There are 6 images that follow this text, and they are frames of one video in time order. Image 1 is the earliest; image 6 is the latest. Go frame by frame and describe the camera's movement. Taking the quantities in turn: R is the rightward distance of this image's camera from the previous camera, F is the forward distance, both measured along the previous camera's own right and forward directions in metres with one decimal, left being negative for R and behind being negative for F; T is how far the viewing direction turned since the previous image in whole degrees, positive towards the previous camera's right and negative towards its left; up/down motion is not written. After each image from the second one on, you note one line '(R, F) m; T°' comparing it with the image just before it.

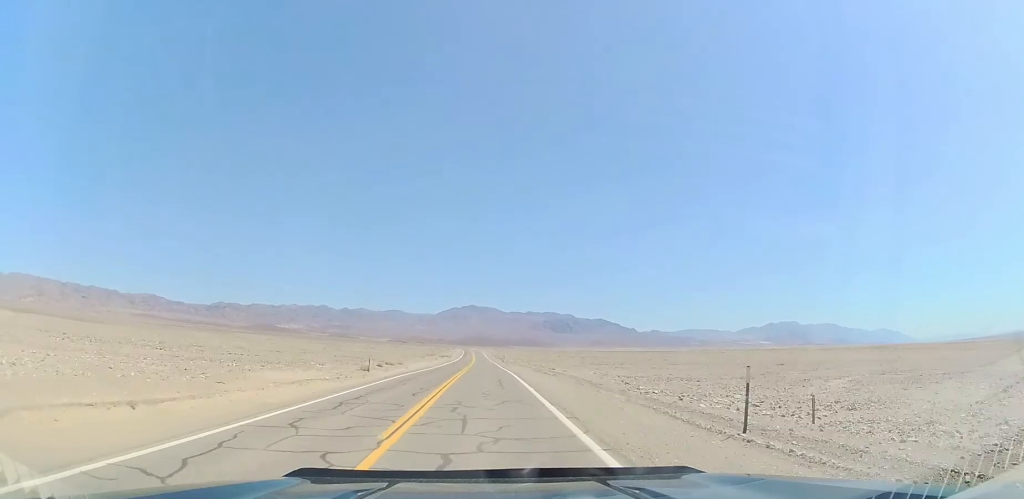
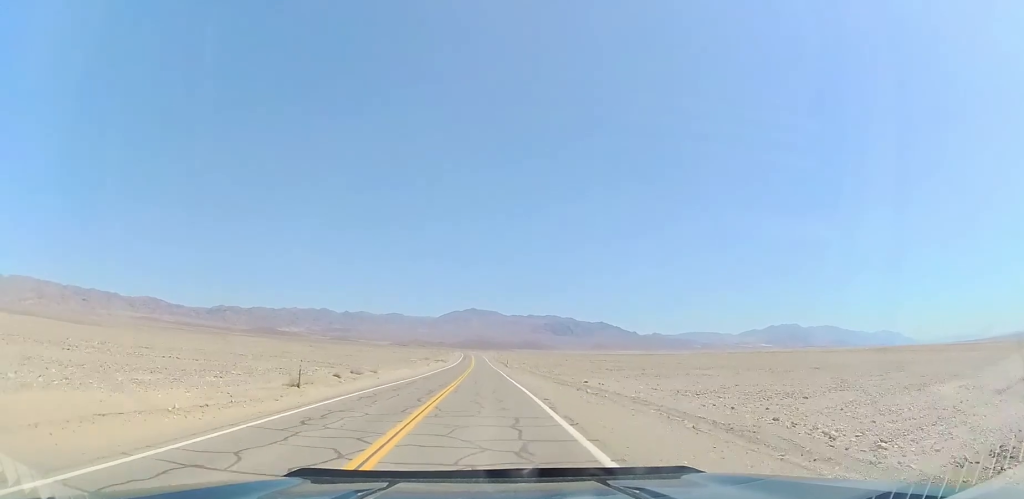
(-0.1, +15.6) m; 0°
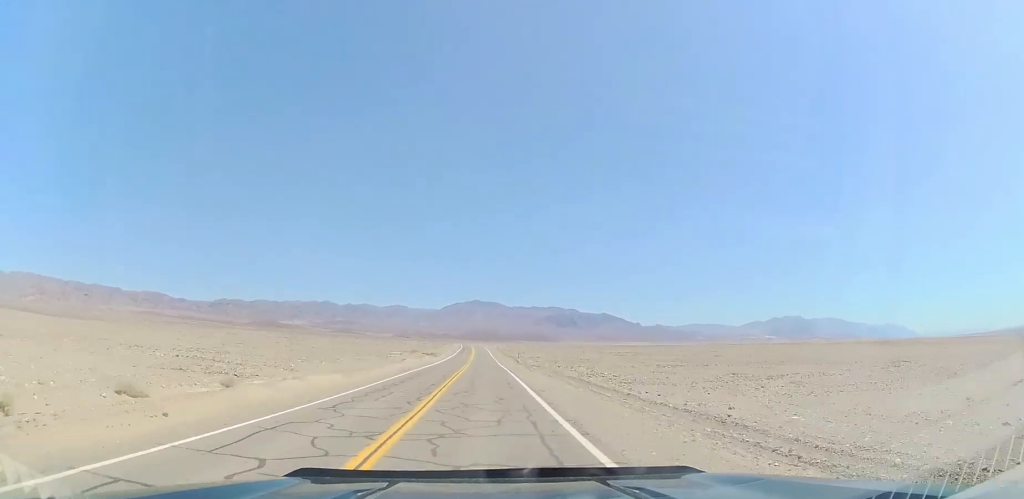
(0.0, +29.3) m; 0°
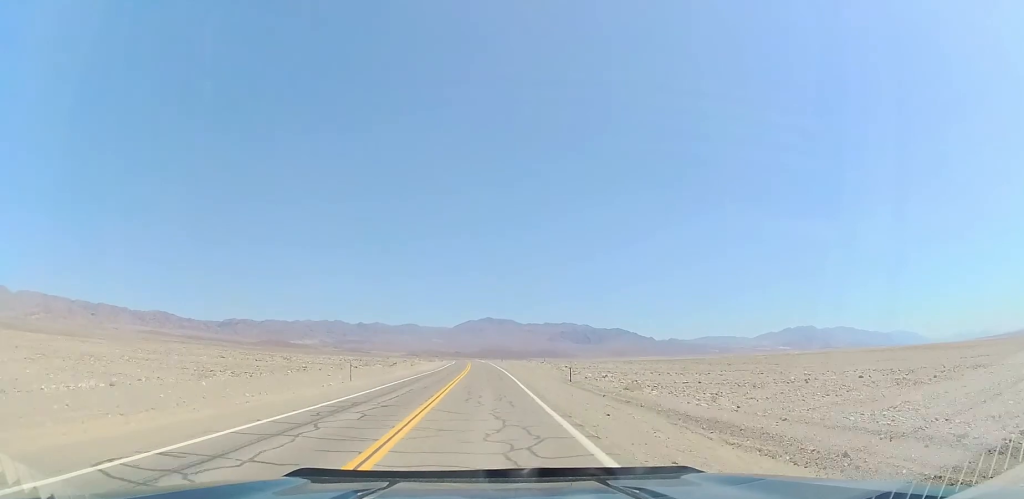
(0.0, +124.3) m; 0°
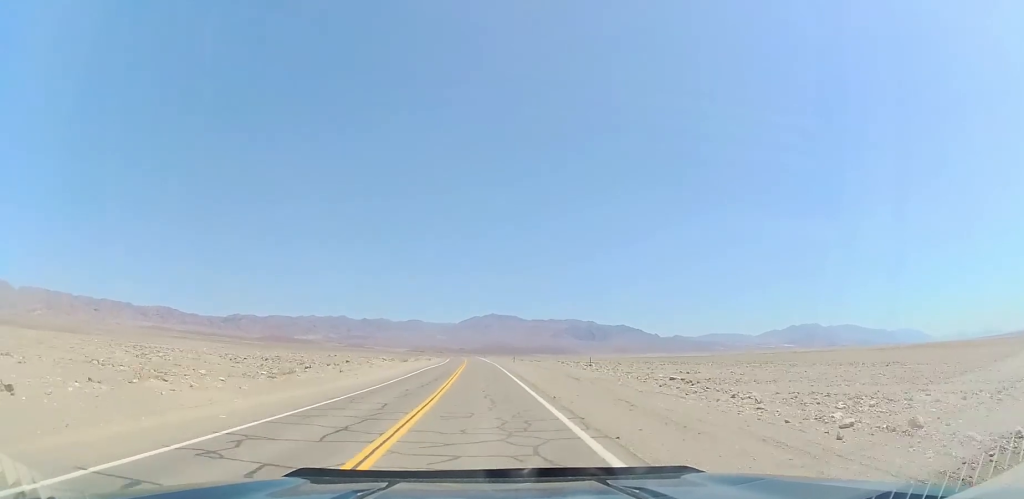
(-0.1, +38.1) m; 0°
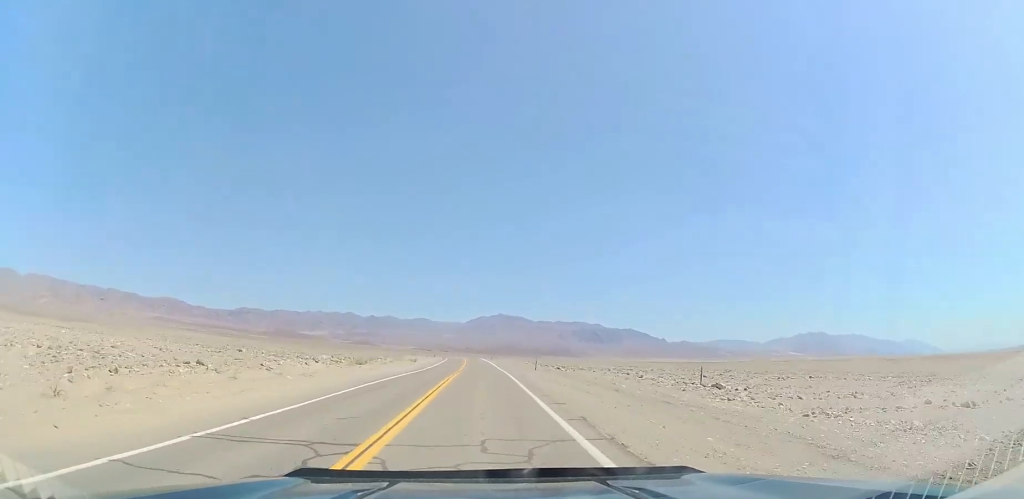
(-0.1, +27.5) m; 0°
